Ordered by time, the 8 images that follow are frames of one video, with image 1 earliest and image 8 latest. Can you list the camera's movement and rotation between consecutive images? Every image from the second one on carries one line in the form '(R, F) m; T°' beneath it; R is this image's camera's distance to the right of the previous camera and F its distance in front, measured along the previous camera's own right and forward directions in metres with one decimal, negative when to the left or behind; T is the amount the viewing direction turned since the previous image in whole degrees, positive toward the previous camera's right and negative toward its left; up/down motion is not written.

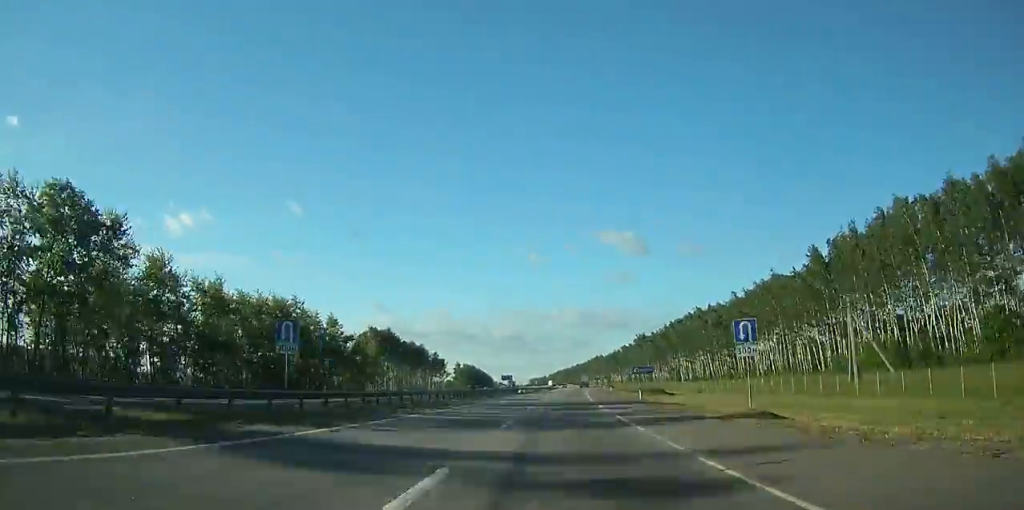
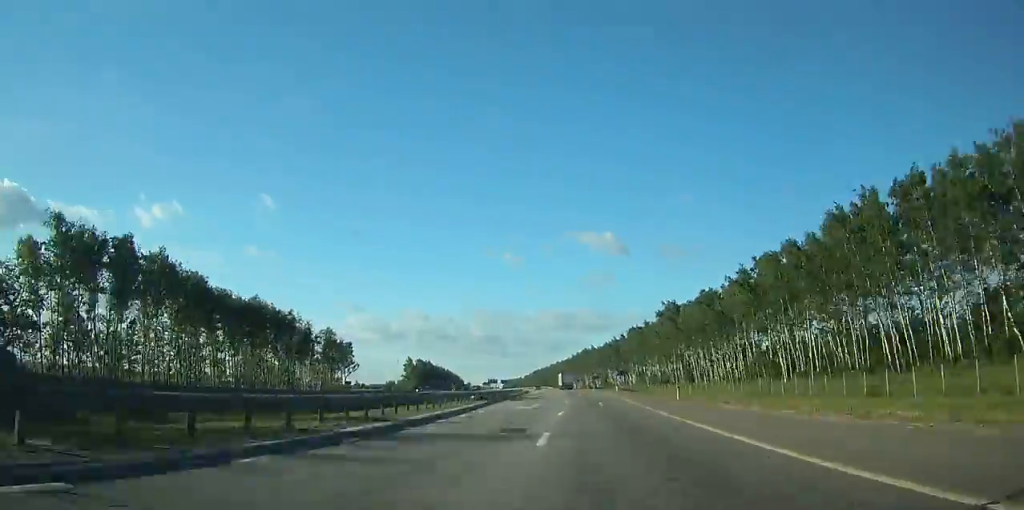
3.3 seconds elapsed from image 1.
(+2.2, +99.7) m; +2°
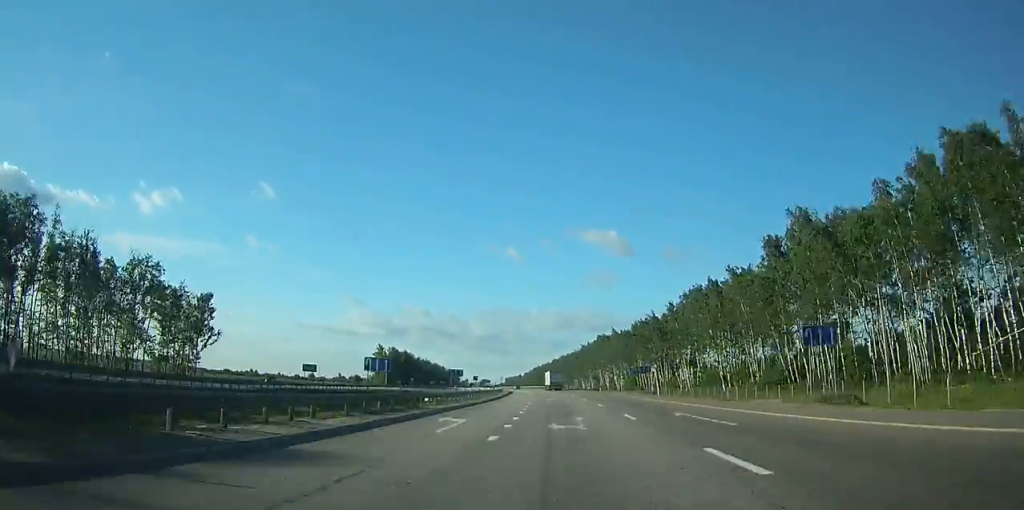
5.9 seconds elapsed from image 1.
(+0.3, +81.6) m; 0°
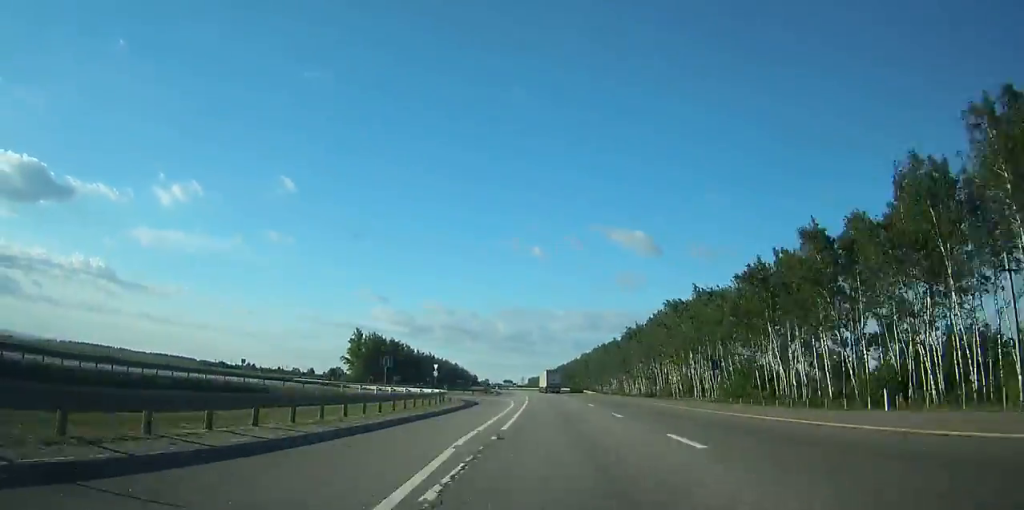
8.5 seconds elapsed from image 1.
(-0.6, +81.0) m; -2°
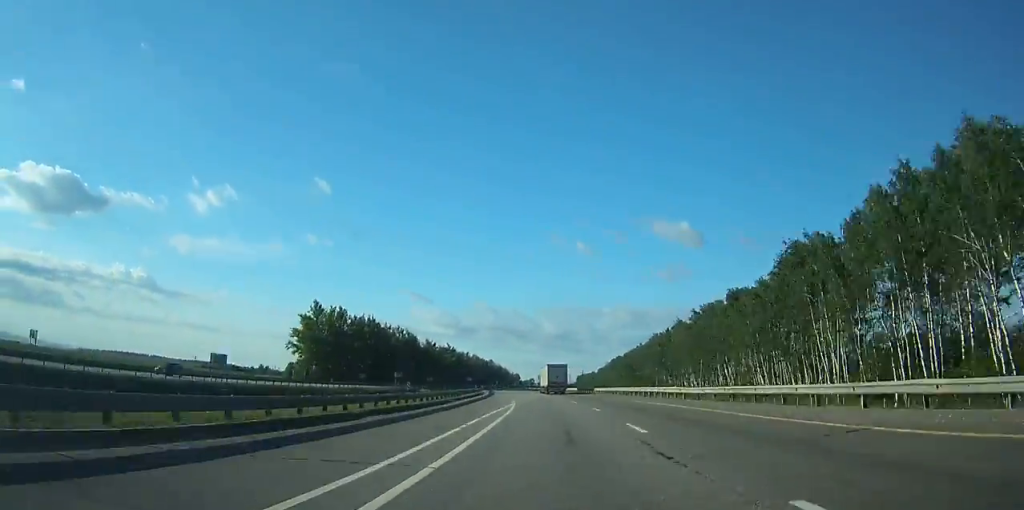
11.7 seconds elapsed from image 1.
(-2.6, +91.2) m; -4°
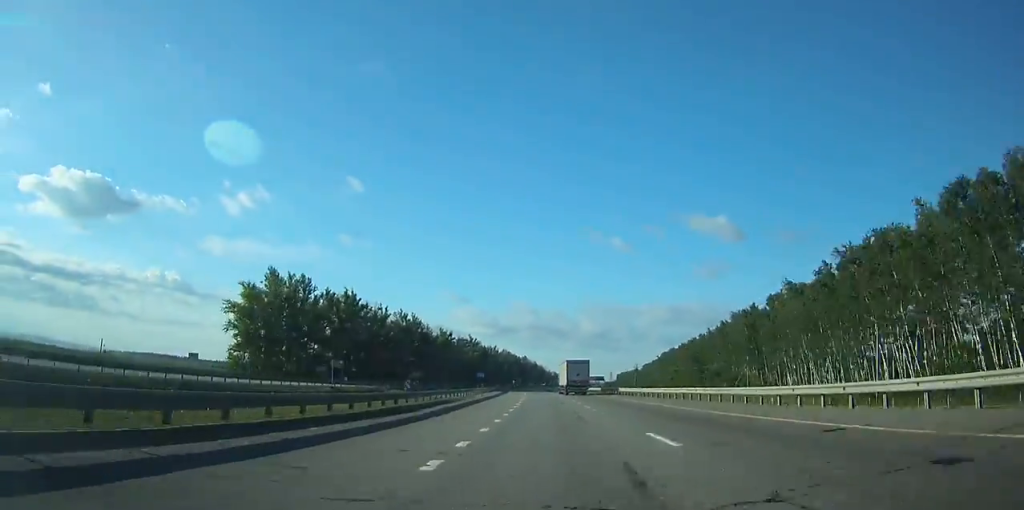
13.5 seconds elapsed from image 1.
(-1.3, +50.4) m; -3°
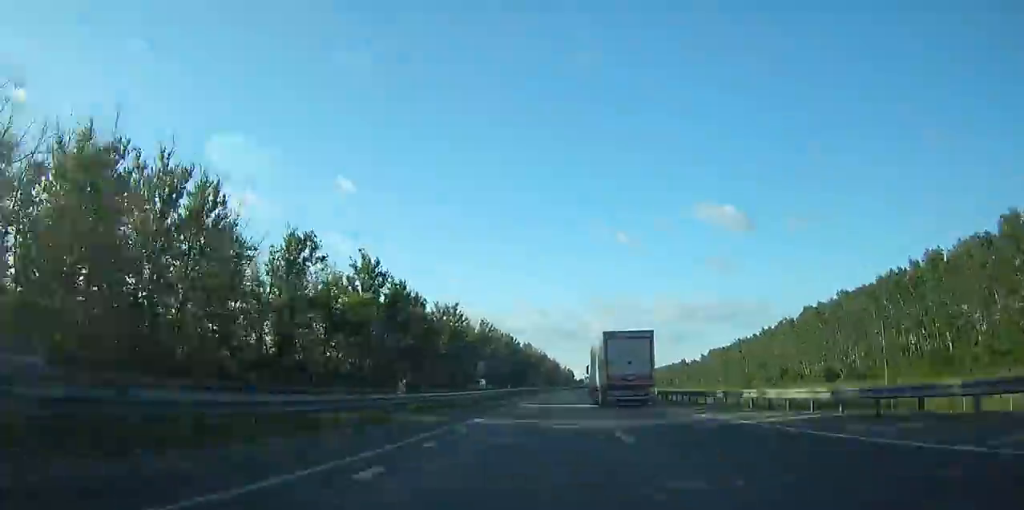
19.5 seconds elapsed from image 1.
(-6.0, +170.2) m; -1°
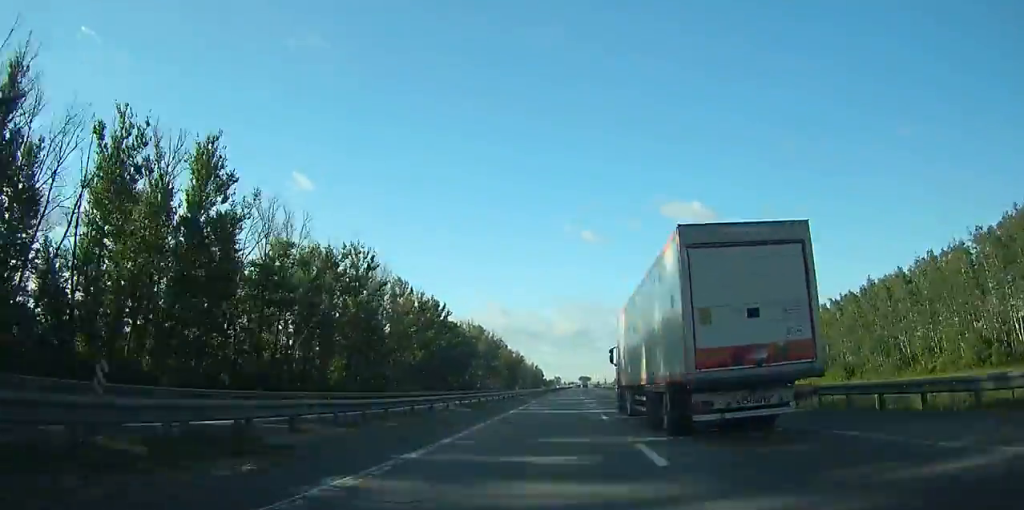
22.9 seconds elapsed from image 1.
(+1.7, +92.8) m; +3°
